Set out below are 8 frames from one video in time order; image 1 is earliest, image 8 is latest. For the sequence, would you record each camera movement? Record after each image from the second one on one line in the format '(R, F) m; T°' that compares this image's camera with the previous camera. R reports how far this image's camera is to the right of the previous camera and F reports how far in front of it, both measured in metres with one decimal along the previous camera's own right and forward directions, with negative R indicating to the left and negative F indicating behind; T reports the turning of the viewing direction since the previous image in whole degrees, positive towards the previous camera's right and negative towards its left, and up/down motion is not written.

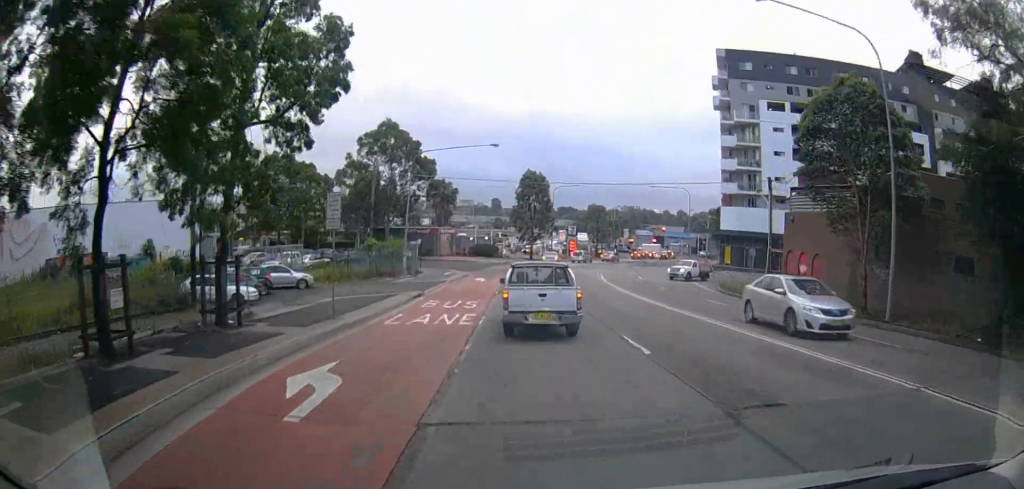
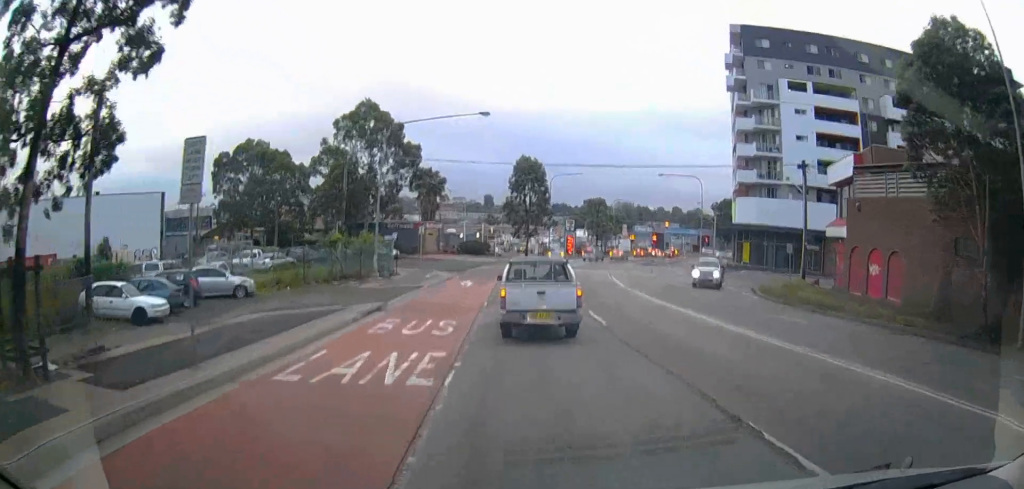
(0.0, +6.7) m; 0°
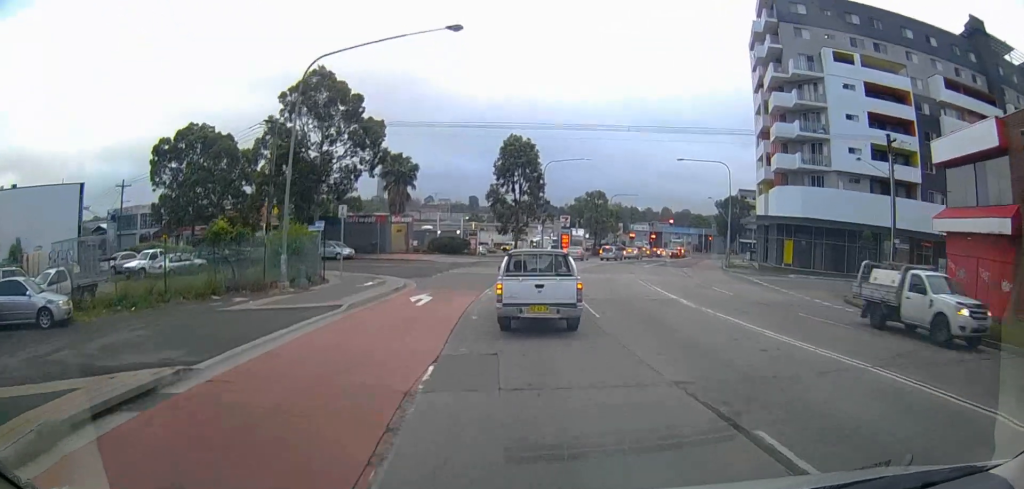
(0.0, +12.3) m; 0°
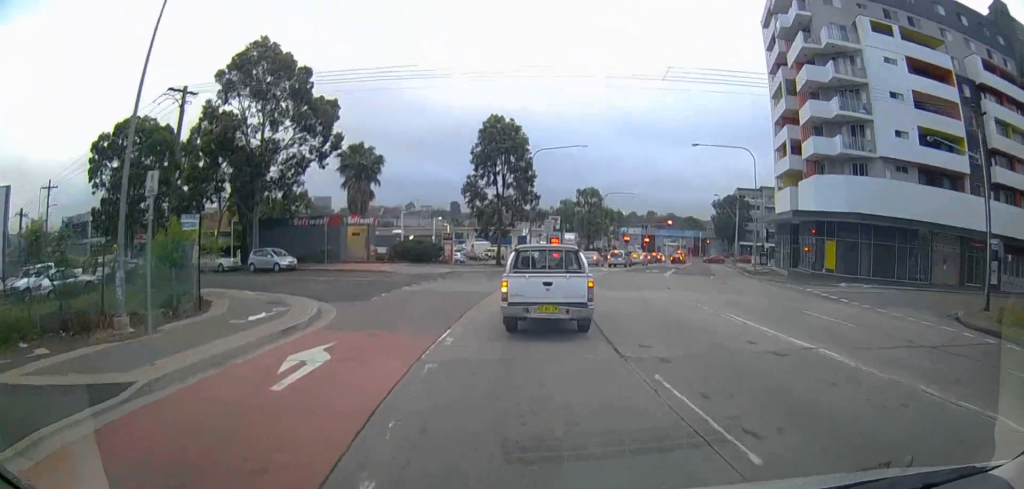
(0.0, +10.1) m; +2°
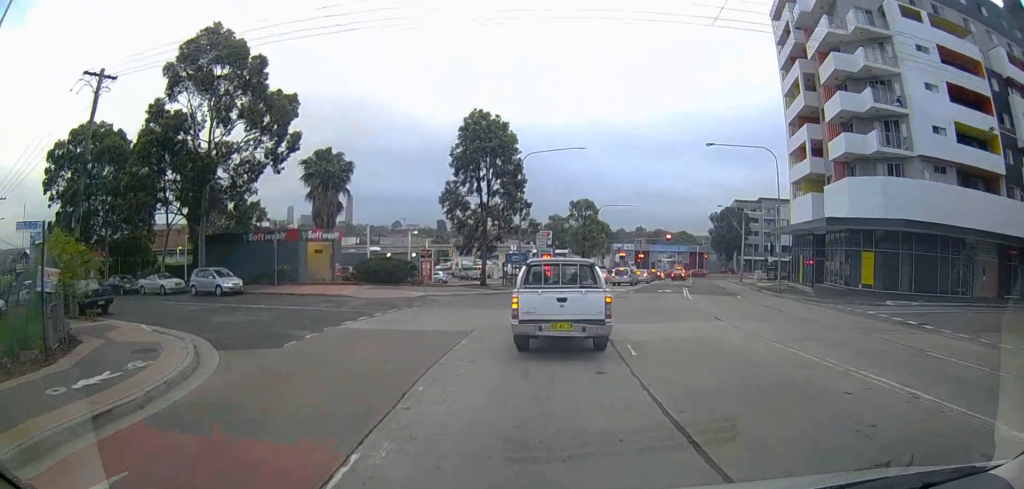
(+0.1, +6.5) m; +2°
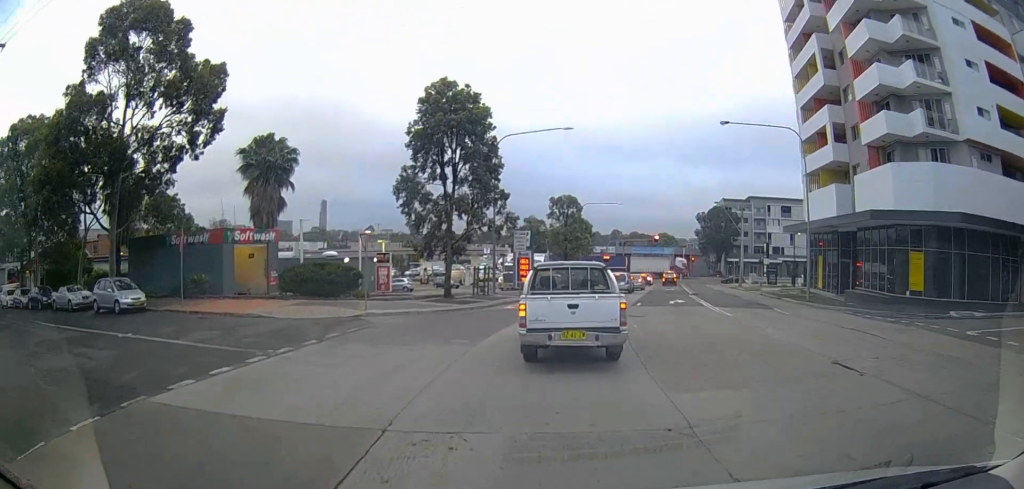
(+0.2, +7.9) m; +1°
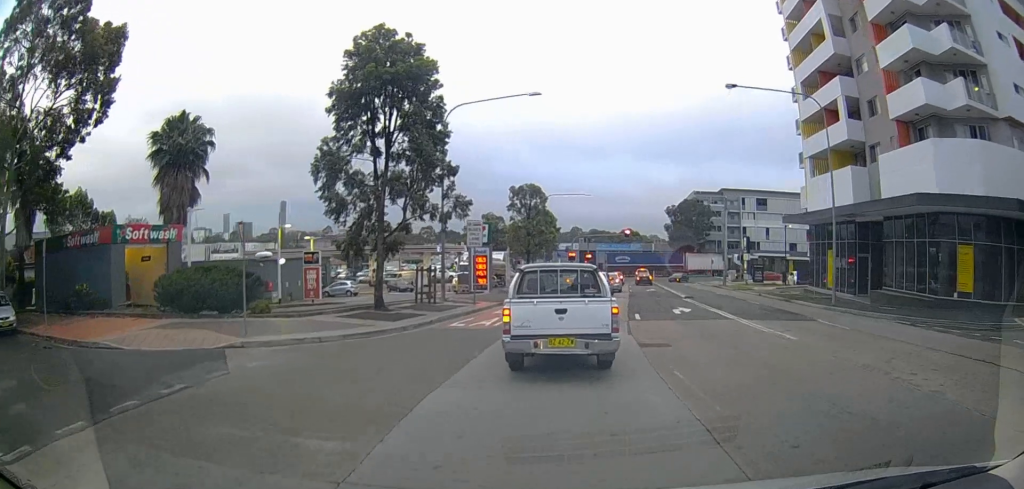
(0.0, +7.8) m; +2°
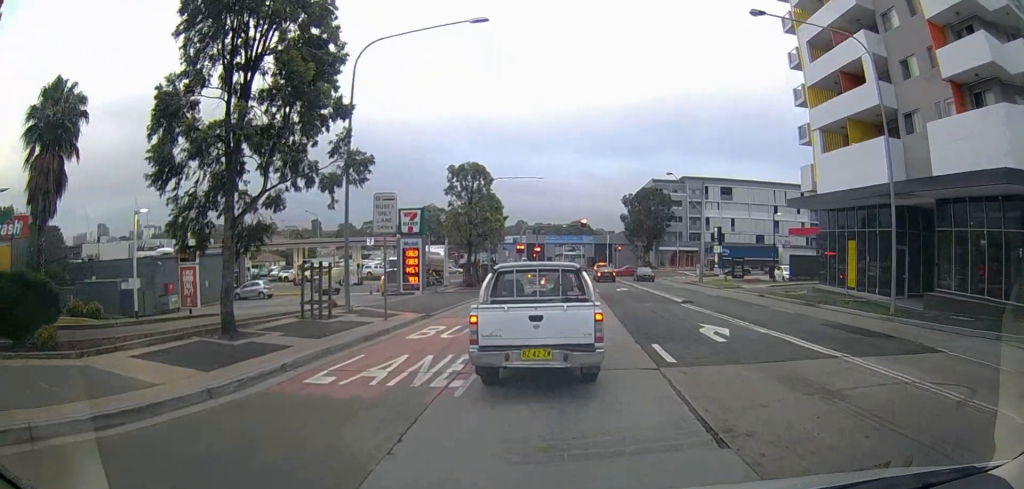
(+0.5, +9.3) m; +2°
